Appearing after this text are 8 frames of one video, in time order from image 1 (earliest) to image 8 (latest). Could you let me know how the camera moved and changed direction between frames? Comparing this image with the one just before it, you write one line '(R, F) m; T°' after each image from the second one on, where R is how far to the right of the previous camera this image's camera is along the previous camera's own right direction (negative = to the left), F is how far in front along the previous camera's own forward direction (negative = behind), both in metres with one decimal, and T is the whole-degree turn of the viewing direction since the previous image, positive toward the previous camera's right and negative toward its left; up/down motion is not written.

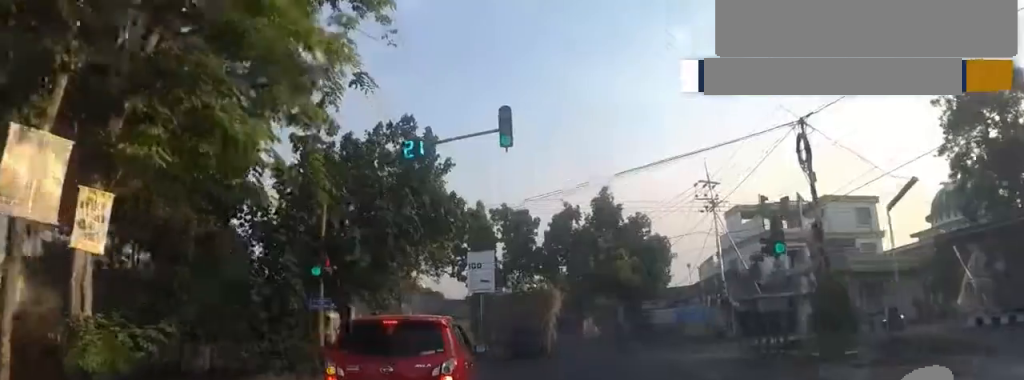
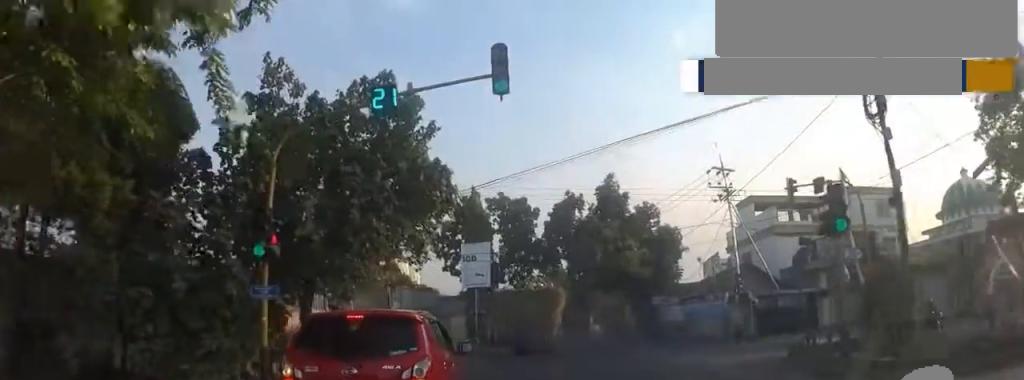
(+0.2, +2.9) m; -3°
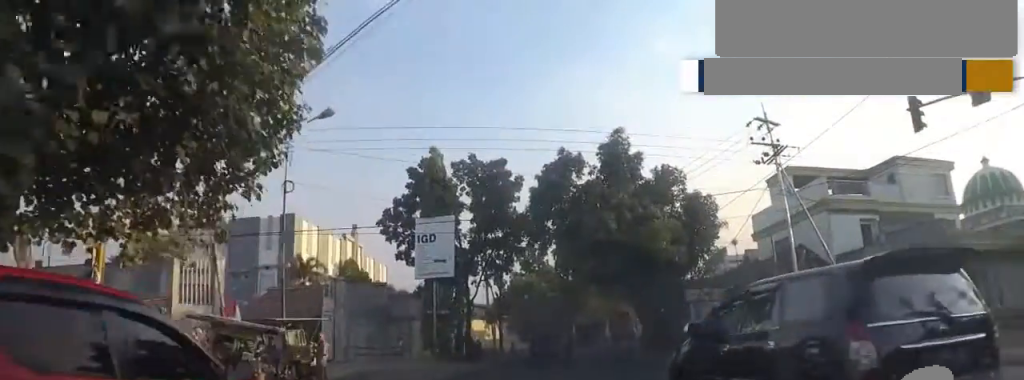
(-0.4, +8.9) m; +3°
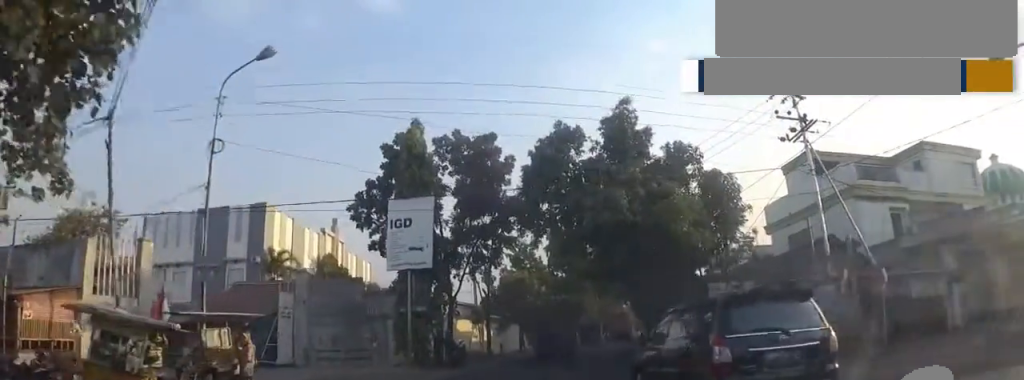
(+0.2, +3.9) m; +3°
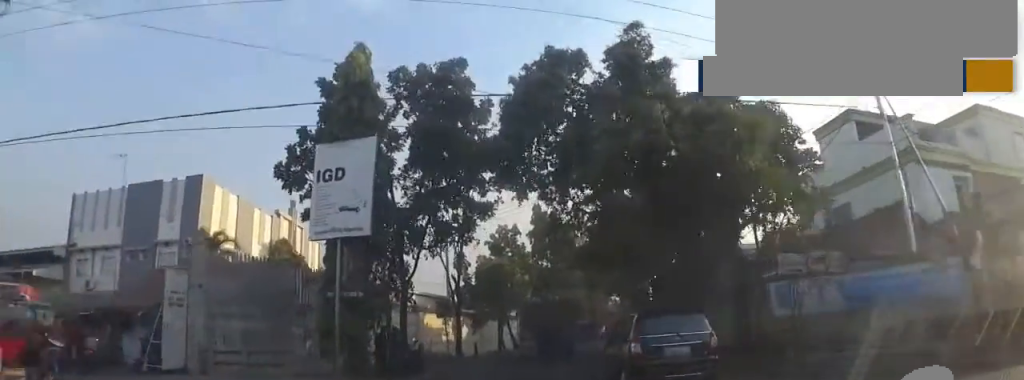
(0.0, +6.7) m; -4°
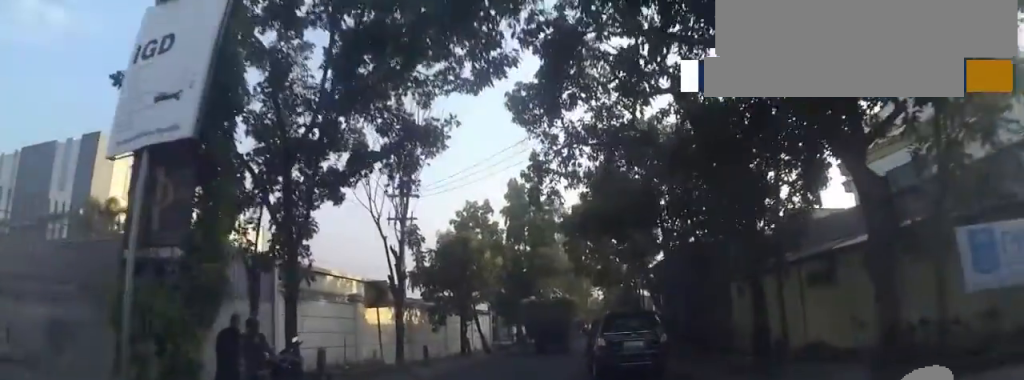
(-0.4, +7.7) m; +9°
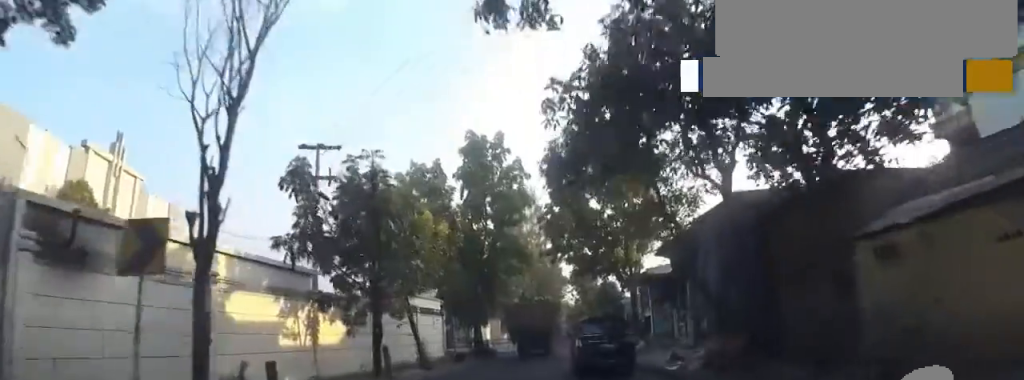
(+1.8, +8.9) m; +7°
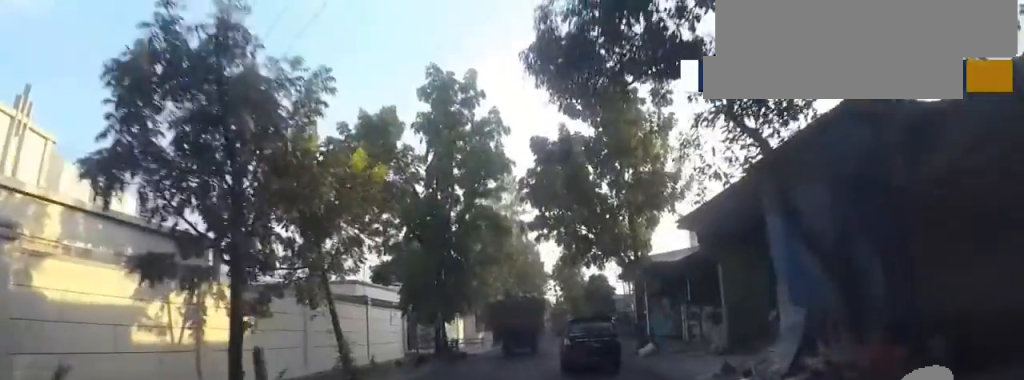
(-0.4, +6.1) m; -2°
